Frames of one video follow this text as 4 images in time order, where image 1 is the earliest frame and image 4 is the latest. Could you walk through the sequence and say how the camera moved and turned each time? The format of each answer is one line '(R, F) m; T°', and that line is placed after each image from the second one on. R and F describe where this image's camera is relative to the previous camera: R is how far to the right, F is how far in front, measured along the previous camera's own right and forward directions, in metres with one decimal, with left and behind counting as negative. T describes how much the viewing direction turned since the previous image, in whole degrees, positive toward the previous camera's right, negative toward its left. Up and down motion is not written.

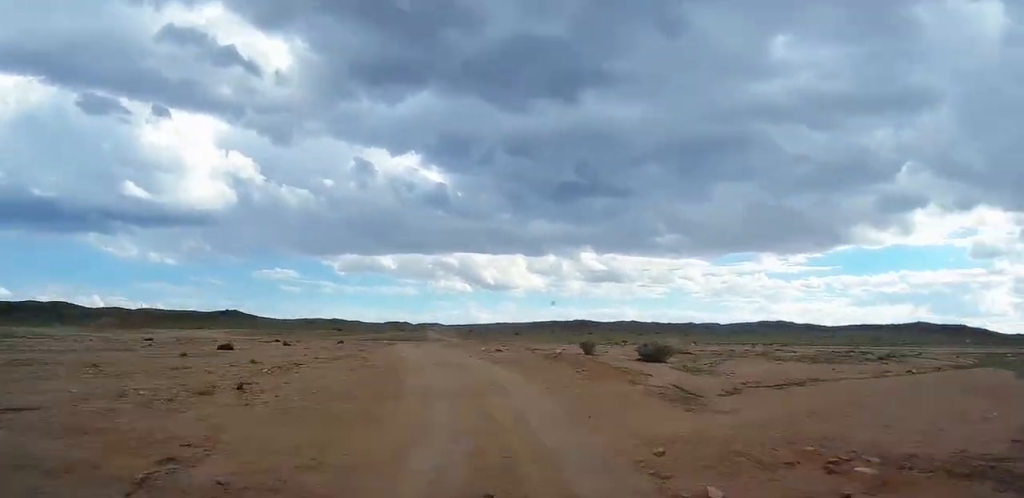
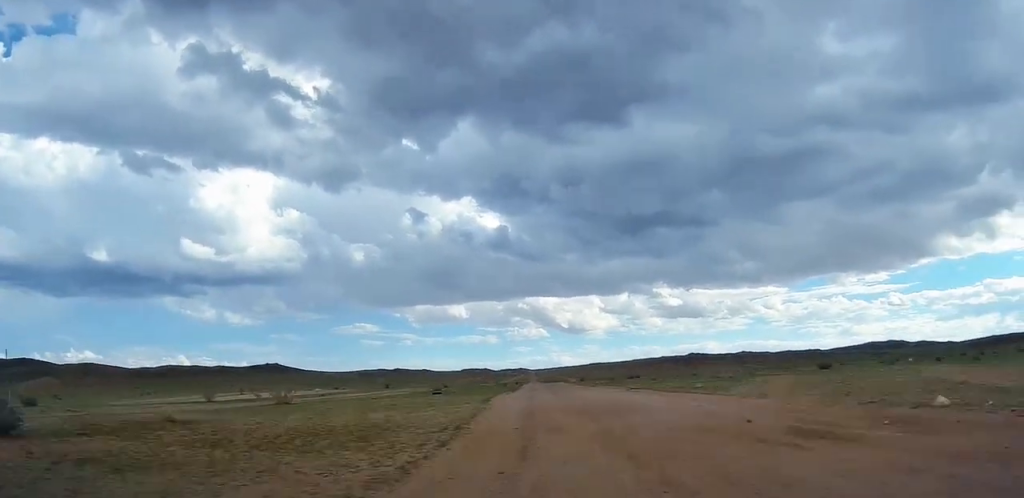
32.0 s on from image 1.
(-5.3, +247.1) m; -1°
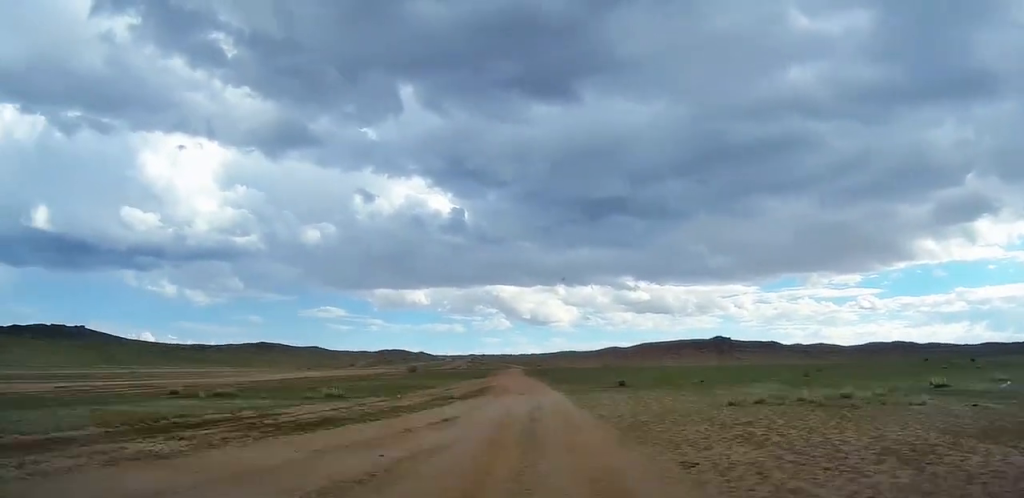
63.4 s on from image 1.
(+32.7, +353.7) m; +3°
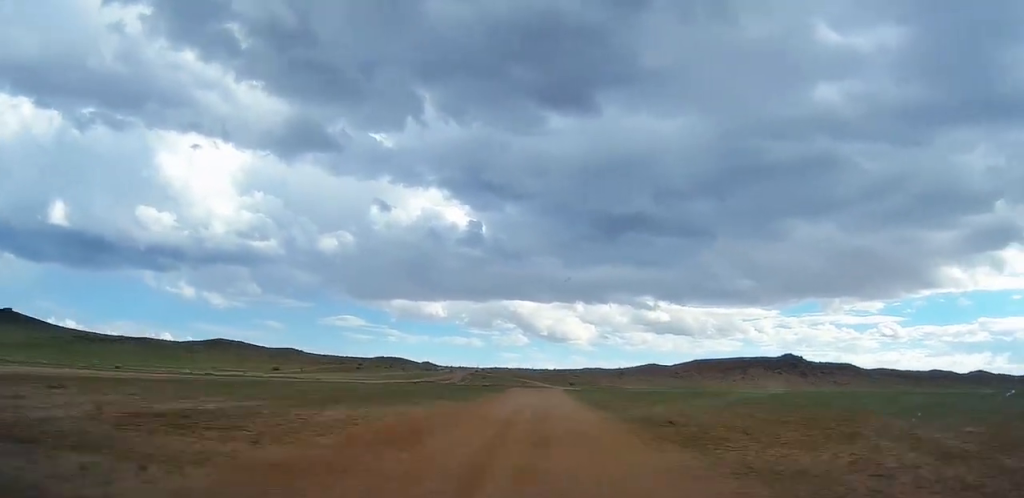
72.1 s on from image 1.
(-1.0, +106.0) m; -1°
